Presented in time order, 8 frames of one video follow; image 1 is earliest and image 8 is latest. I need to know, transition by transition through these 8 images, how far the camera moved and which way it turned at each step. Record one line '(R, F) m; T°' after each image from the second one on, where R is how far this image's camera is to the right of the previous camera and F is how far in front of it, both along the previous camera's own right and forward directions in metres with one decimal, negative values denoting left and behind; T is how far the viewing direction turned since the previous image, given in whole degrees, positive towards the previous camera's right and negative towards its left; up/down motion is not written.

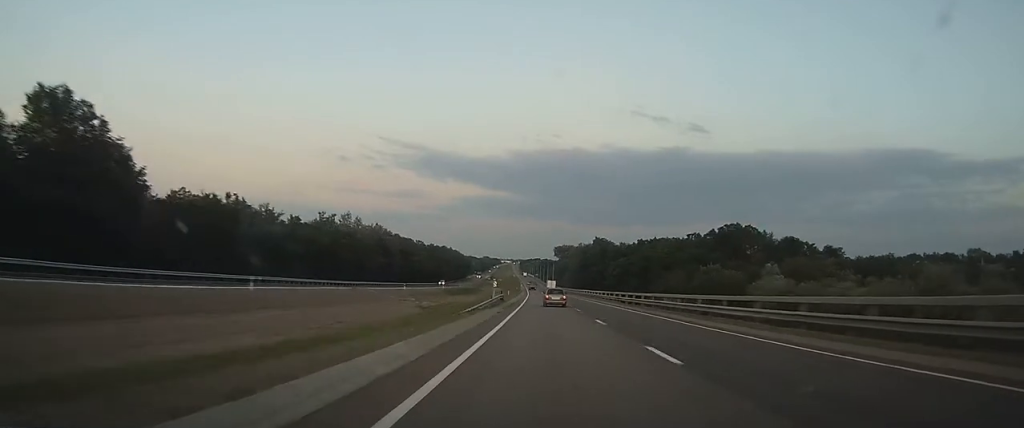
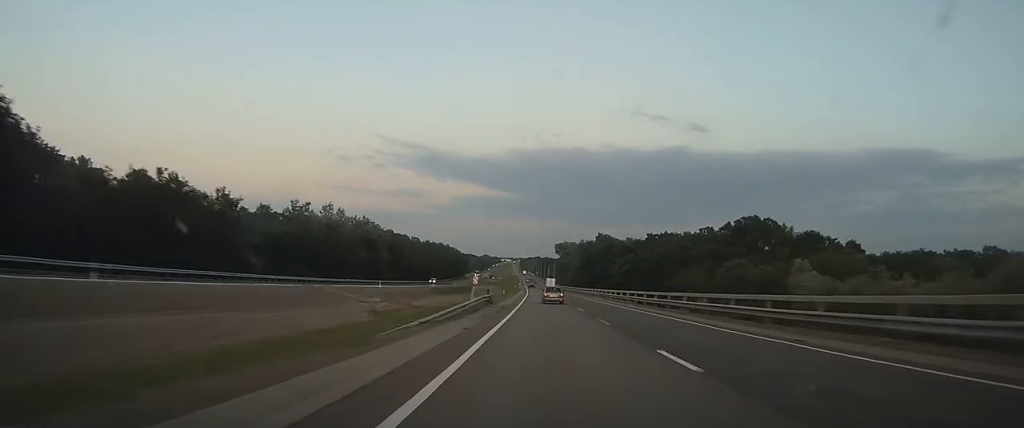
(0.0, +13.2) m; 0°
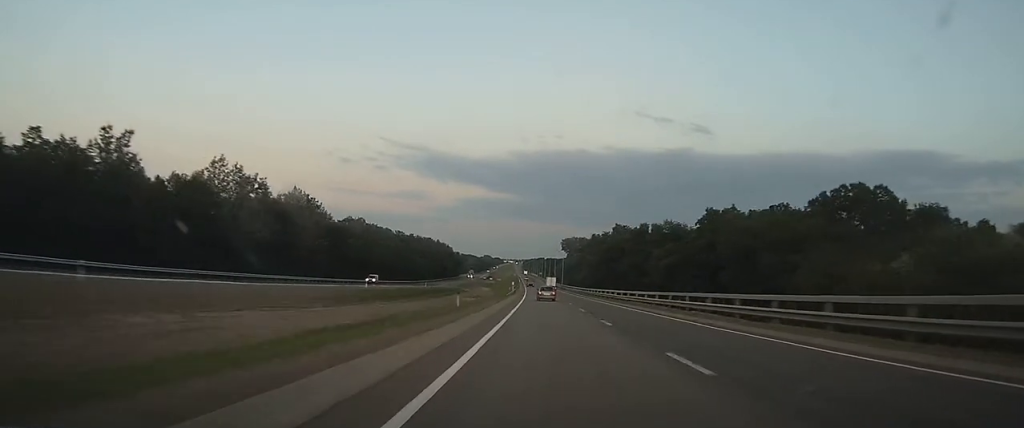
(-0.1, +48.7) m; 0°
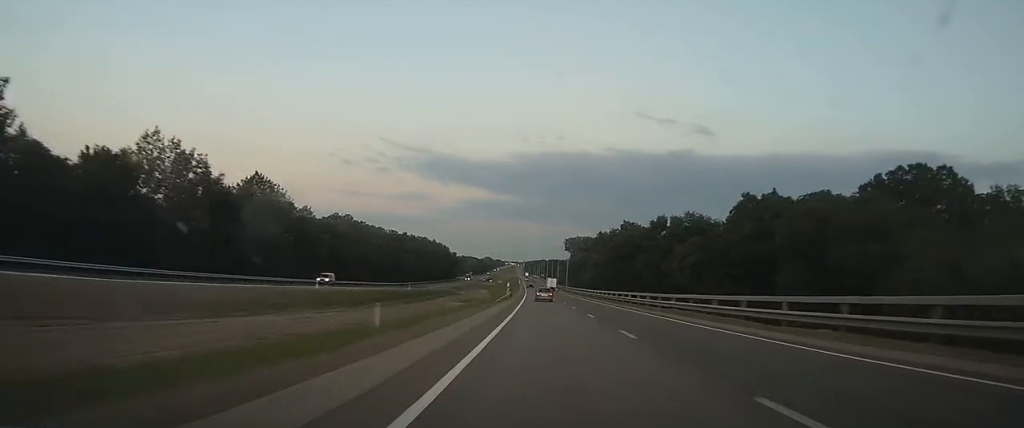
(-0.1, +16.9) m; 0°
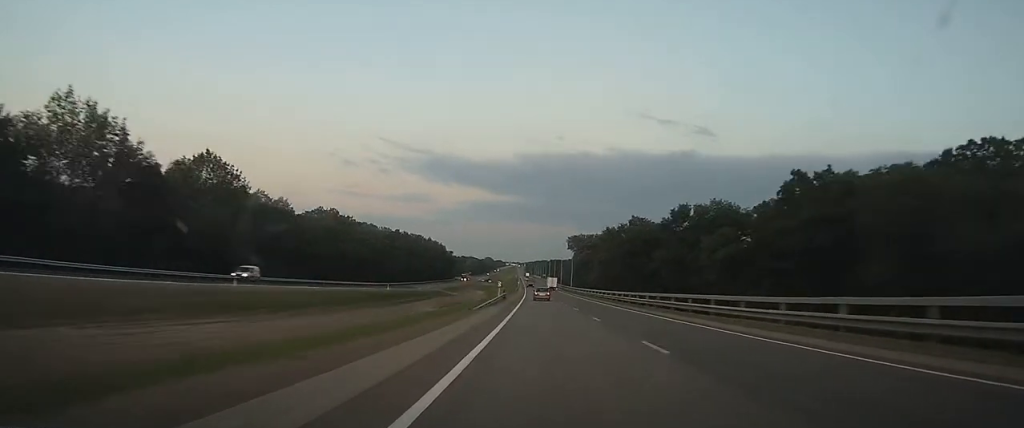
(-0.1, +16.0) m; 0°
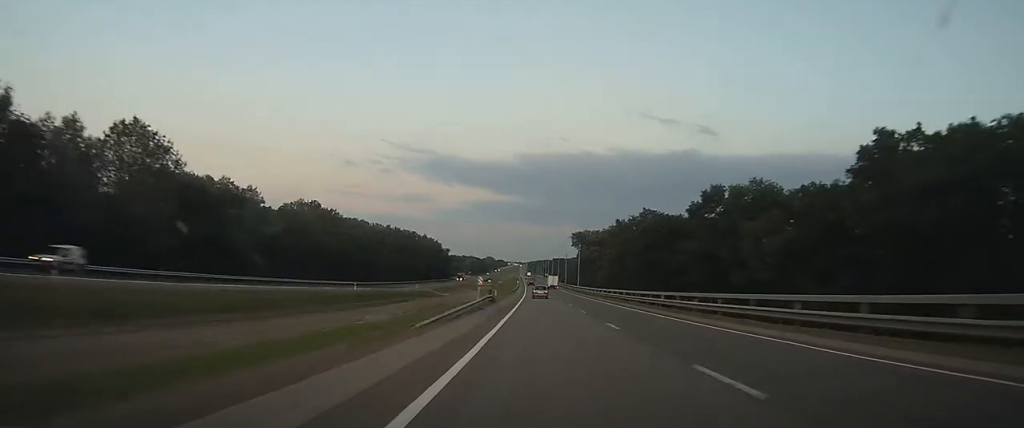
(0.0, +17.2) m; 0°
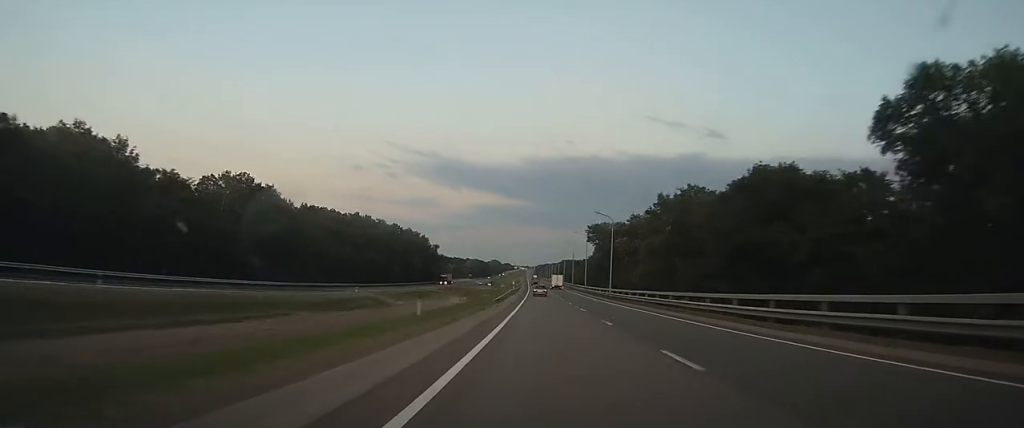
(-0.1, +45.7) m; 0°
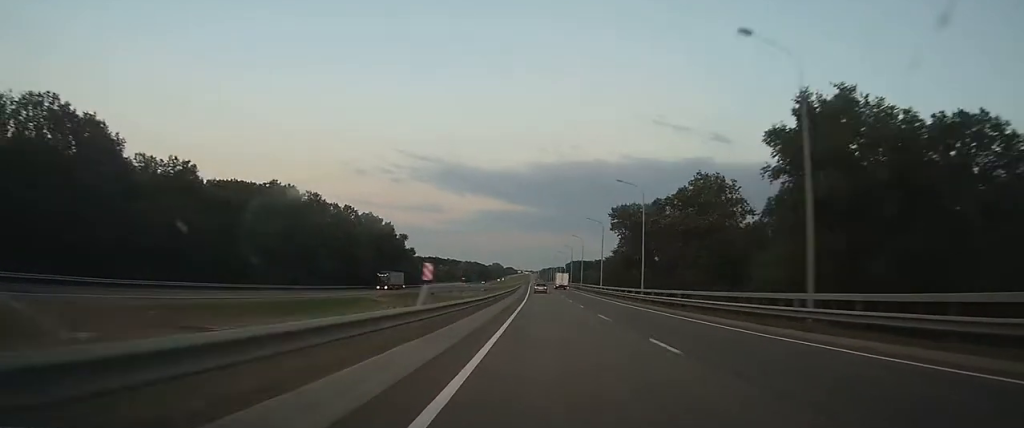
(-0.2, +57.7) m; 0°
